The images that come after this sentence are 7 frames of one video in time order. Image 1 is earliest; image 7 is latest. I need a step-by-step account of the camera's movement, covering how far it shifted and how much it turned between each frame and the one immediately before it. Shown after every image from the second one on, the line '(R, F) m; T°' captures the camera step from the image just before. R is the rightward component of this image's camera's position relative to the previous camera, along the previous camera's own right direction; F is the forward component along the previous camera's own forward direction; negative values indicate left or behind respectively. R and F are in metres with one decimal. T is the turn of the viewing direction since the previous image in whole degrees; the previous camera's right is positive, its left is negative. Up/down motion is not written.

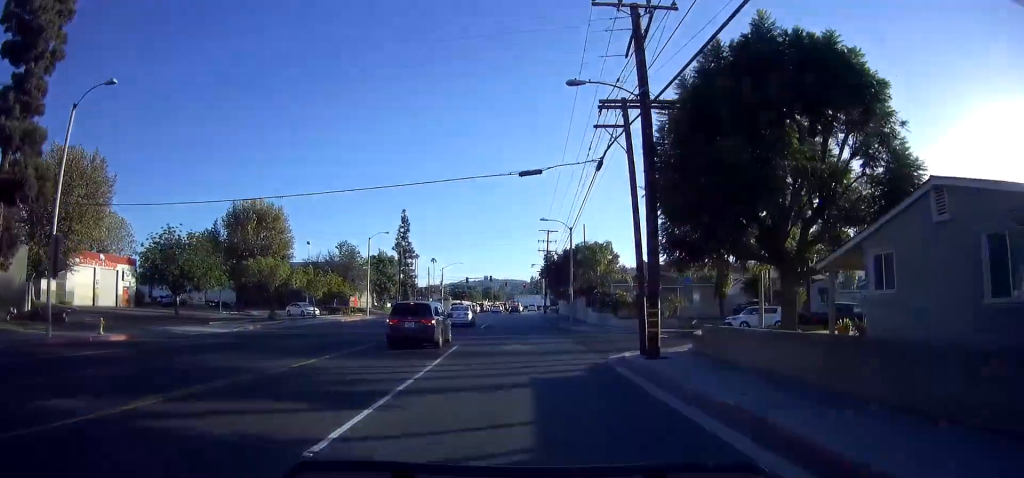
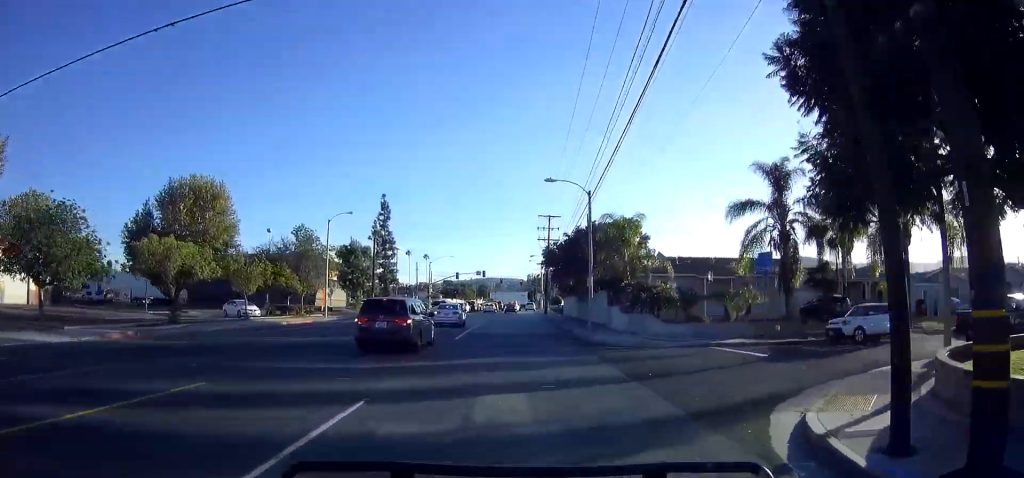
(-0.5, +12.3) m; 0°
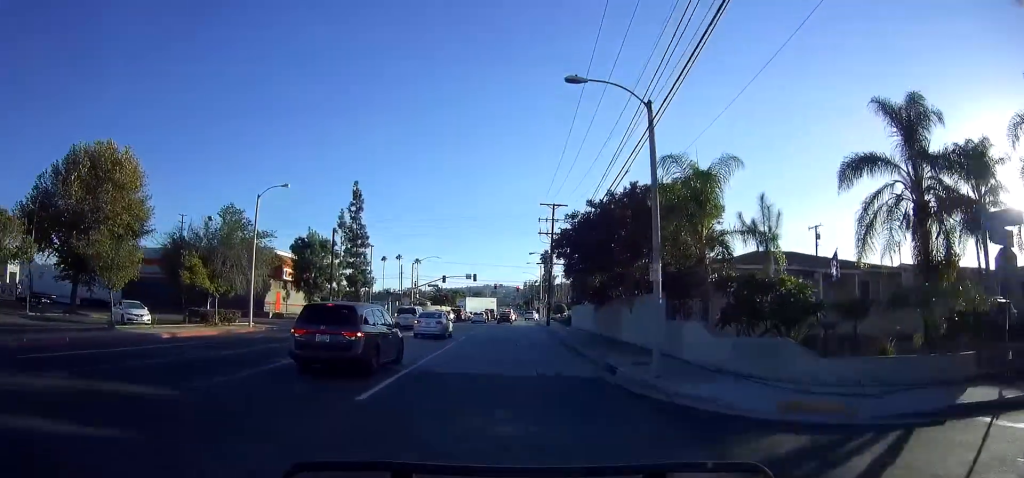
(+0.7, +13.6) m; +2°
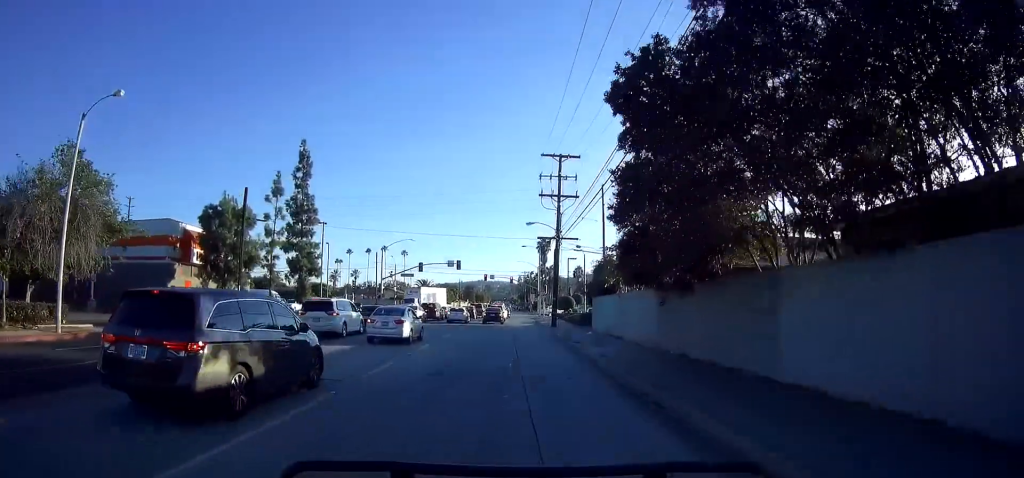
(0.0, +16.5) m; +1°
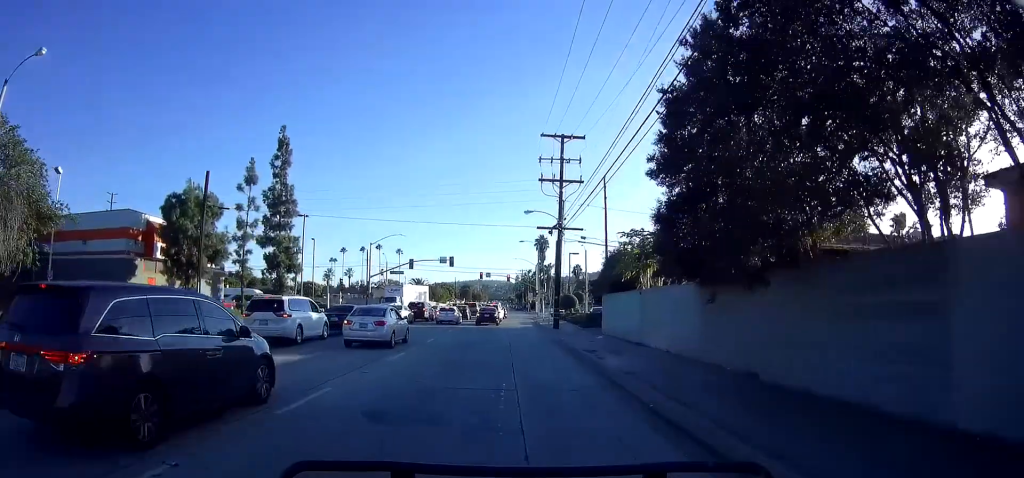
(+0.3, +4.7) m; 0°
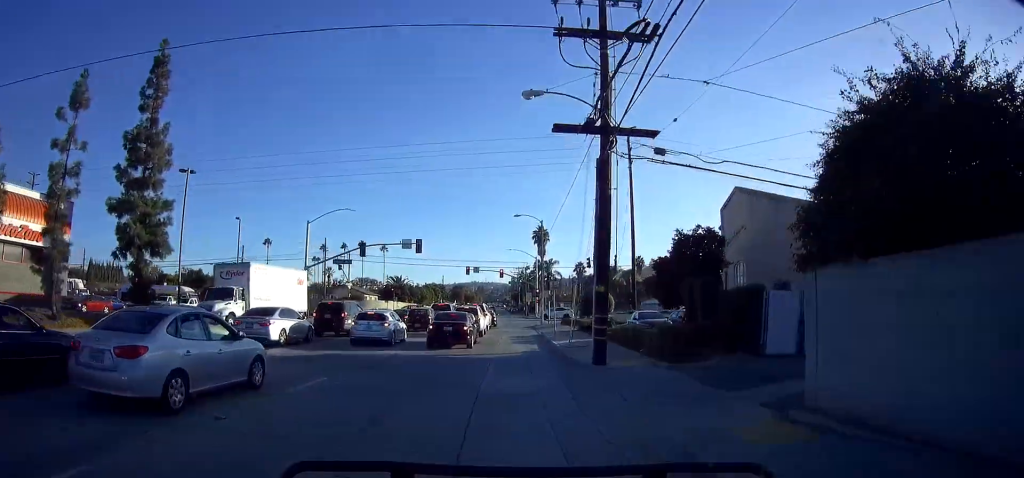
(-0.6, +20.0) m; 0°
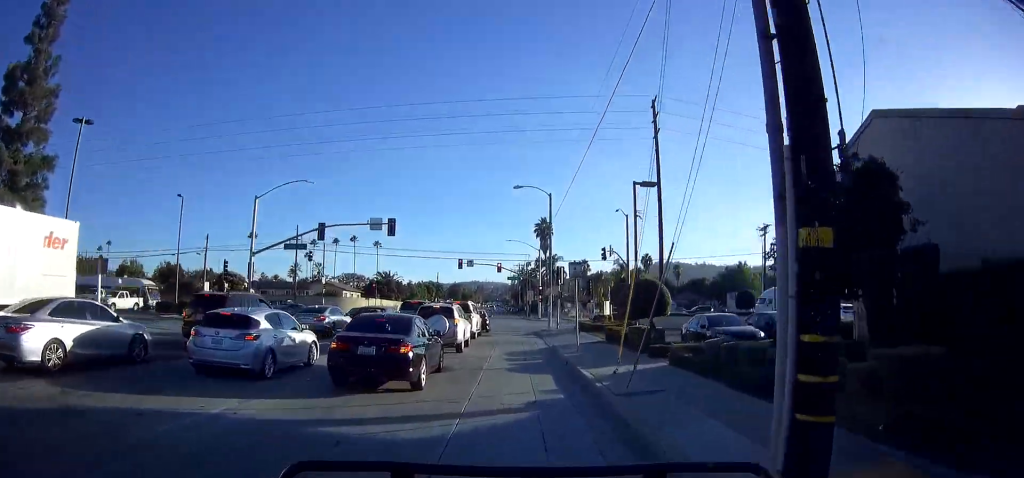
(-0.1, +10.7) m; -3°
